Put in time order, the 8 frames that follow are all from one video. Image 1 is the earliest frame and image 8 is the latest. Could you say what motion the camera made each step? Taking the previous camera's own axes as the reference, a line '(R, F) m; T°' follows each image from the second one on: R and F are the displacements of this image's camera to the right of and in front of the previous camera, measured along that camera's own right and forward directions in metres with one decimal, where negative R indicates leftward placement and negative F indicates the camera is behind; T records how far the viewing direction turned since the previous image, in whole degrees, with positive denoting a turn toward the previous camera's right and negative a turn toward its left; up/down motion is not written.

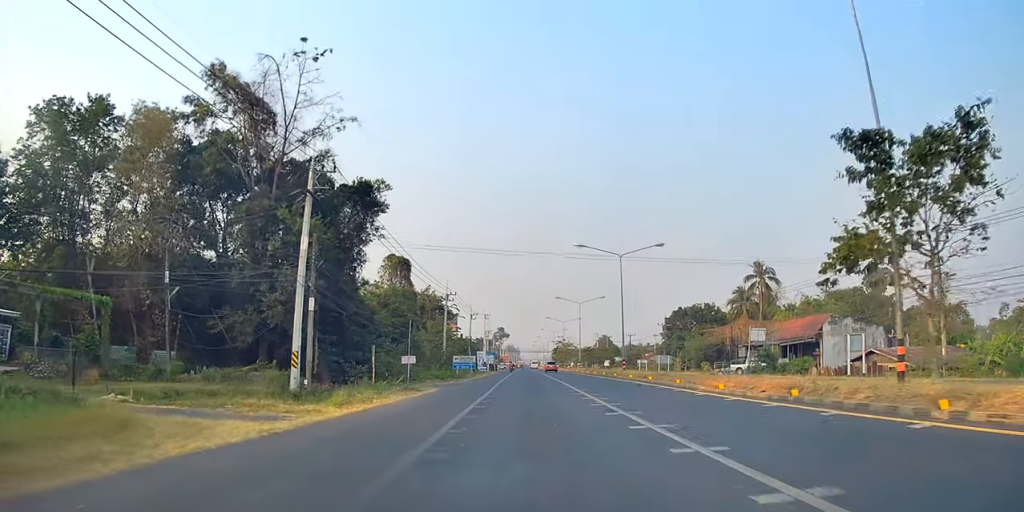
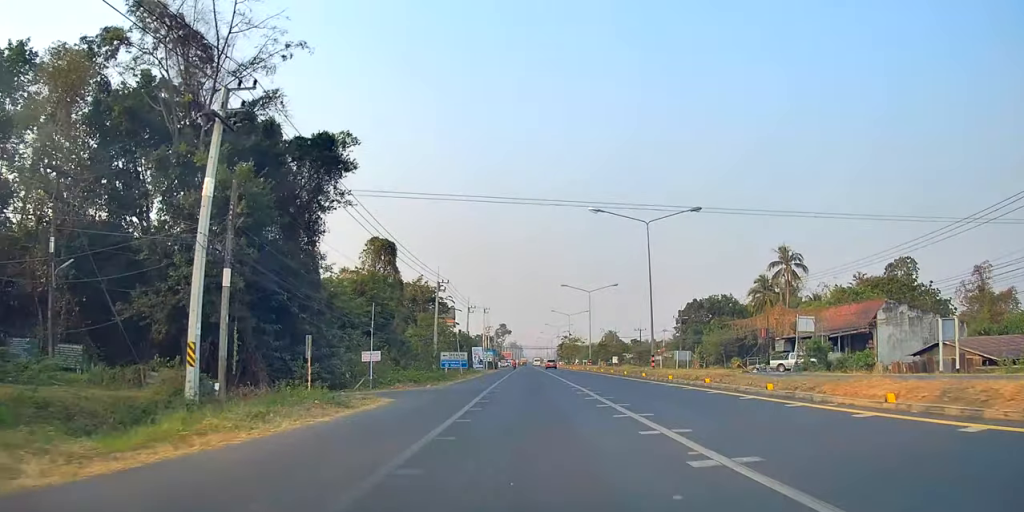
(-0.3, +10.2) m; 0°
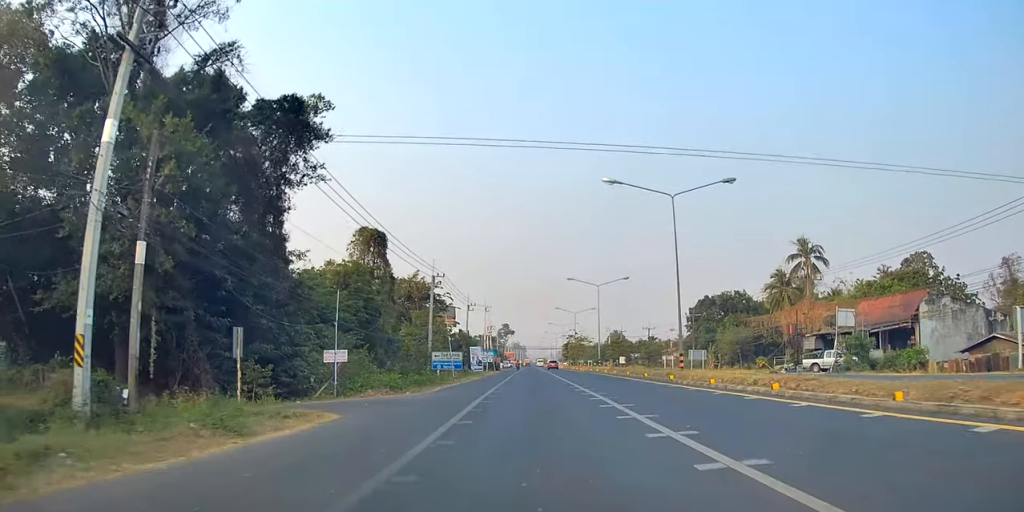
(+0.4, +6.3) m; 0°
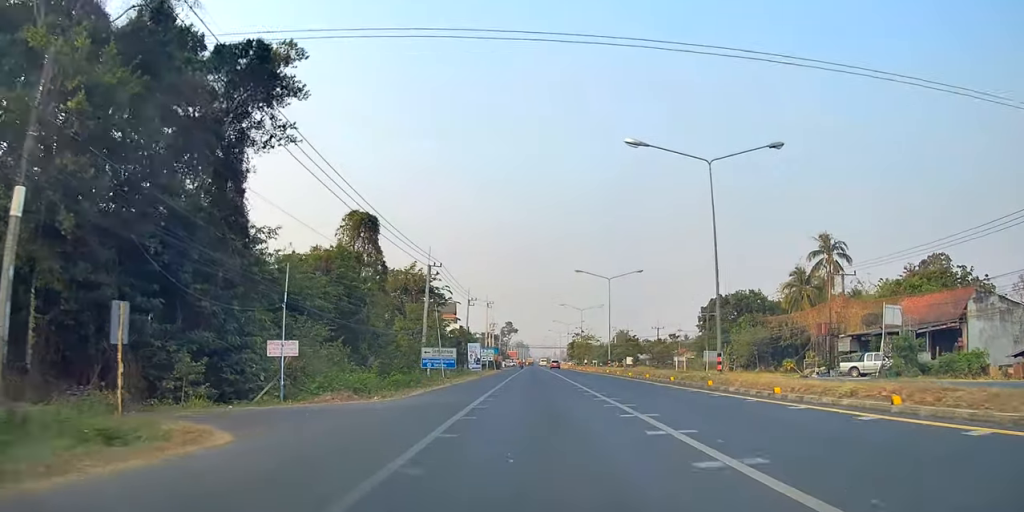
(+0.1, +5.8) m; 0°
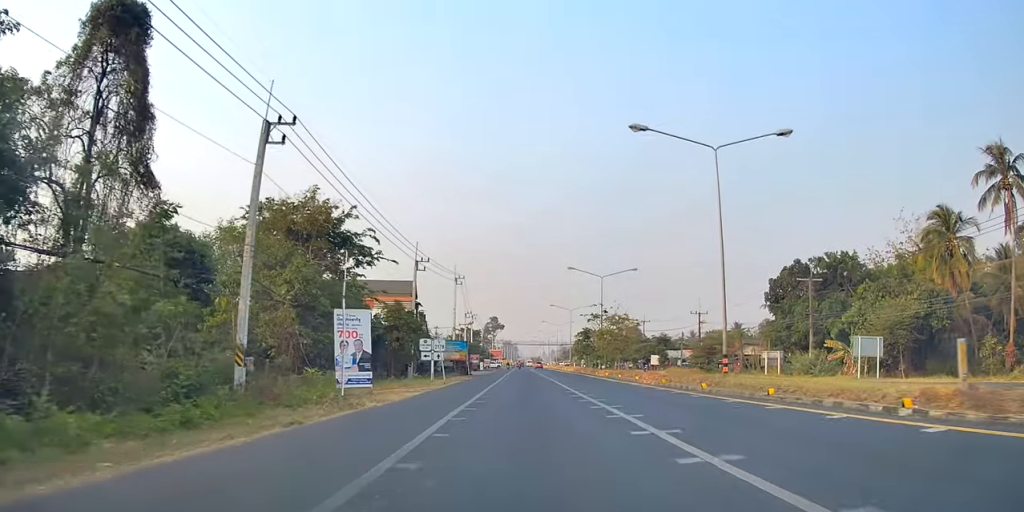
(+1.9, +38.1) m; +4°
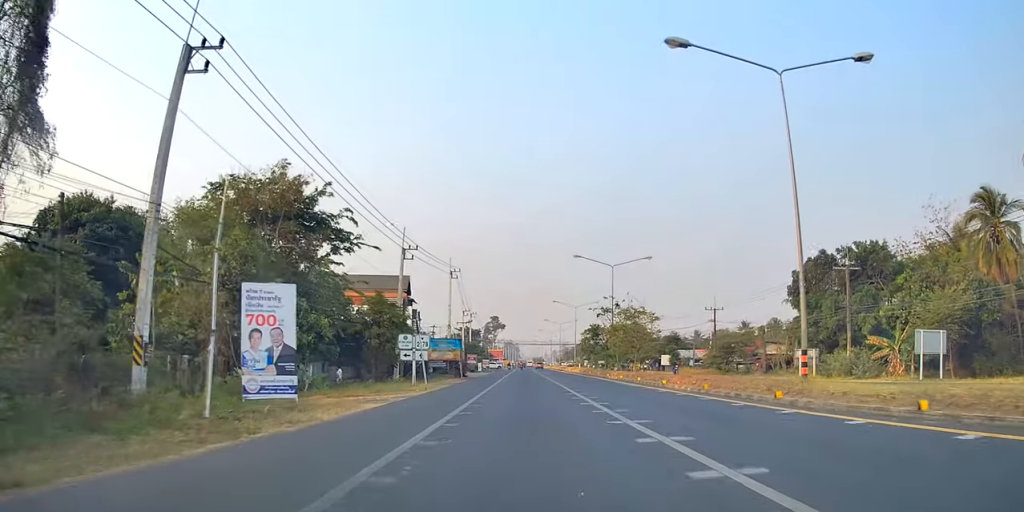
(+0.1, +6.6) m; -2°
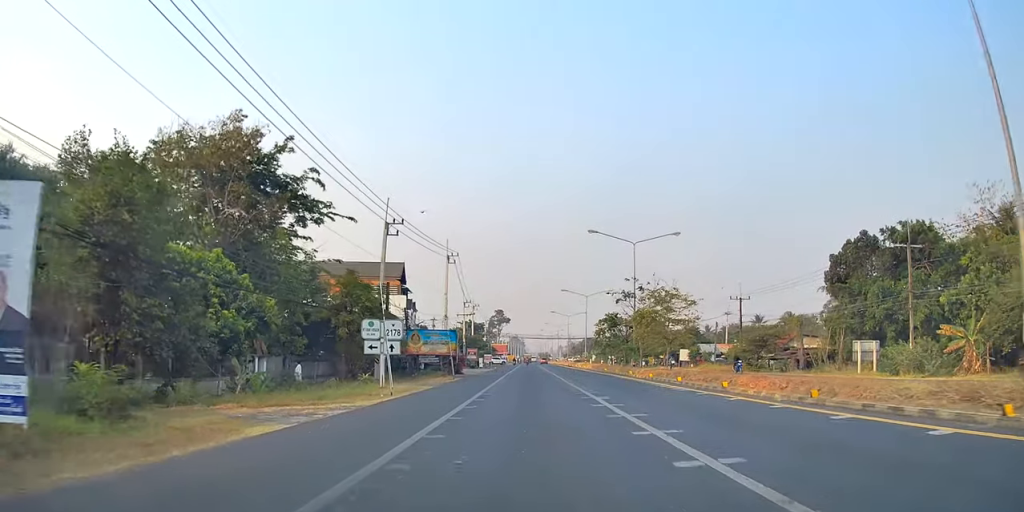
(-0.5, +8.6) m; -1°
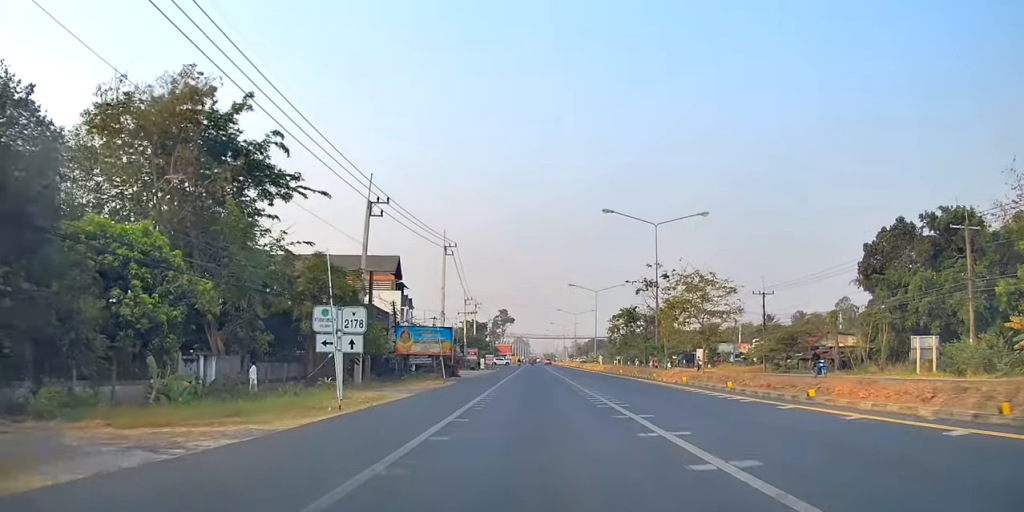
(-0.3, +6.4) m; 0°
